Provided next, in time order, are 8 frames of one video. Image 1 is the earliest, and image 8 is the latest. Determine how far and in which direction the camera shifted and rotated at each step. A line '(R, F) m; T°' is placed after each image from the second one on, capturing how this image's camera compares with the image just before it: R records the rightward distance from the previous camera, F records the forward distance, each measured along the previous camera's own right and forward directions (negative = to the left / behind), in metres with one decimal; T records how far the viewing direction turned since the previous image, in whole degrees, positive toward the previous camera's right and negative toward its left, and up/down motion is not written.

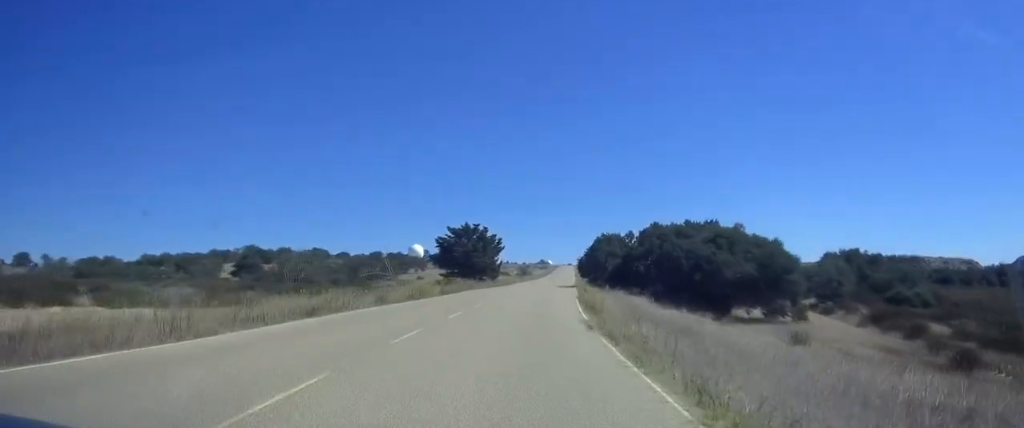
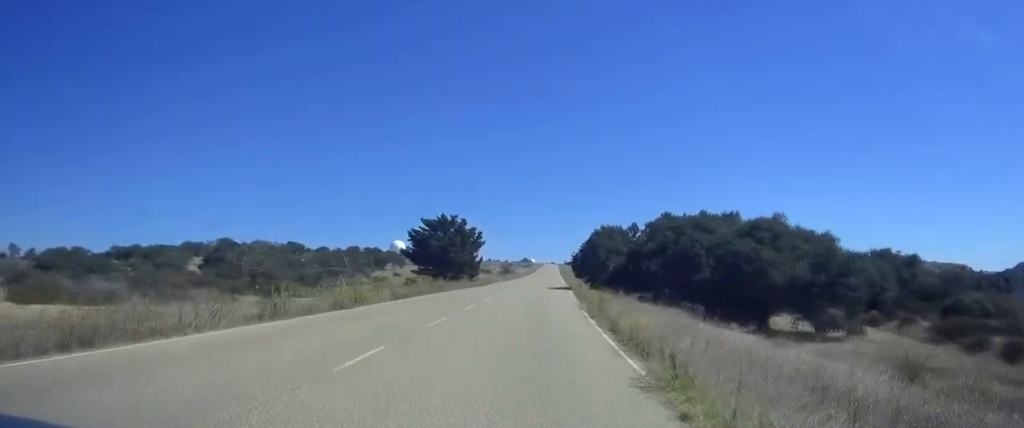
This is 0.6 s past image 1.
(+0.1, +11.1) m; +1°
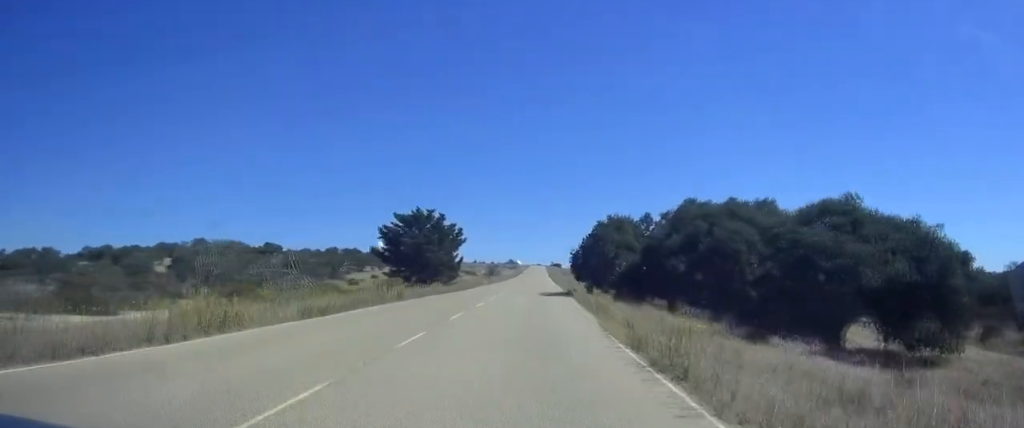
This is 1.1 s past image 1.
(0.0, +11.1) m; +1°
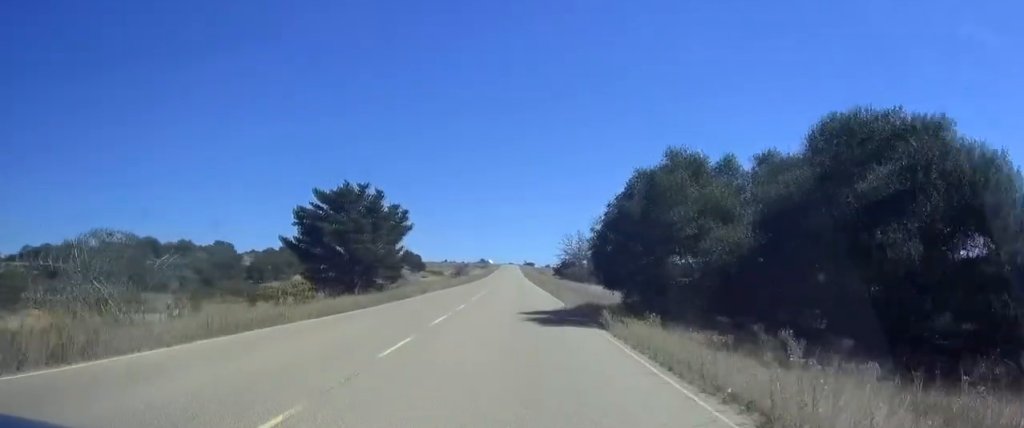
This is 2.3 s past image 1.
(+0.3, +22.9) m; +2°
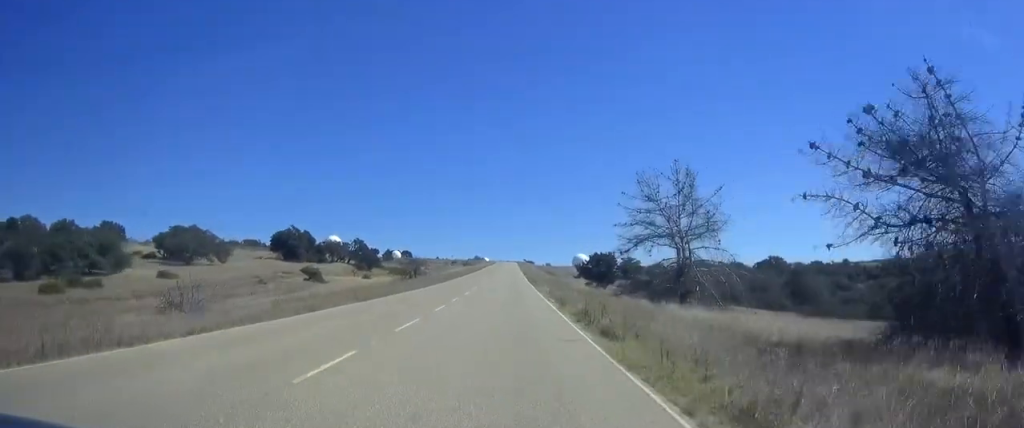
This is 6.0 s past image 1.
(-0.3, +74.3) m; 0°
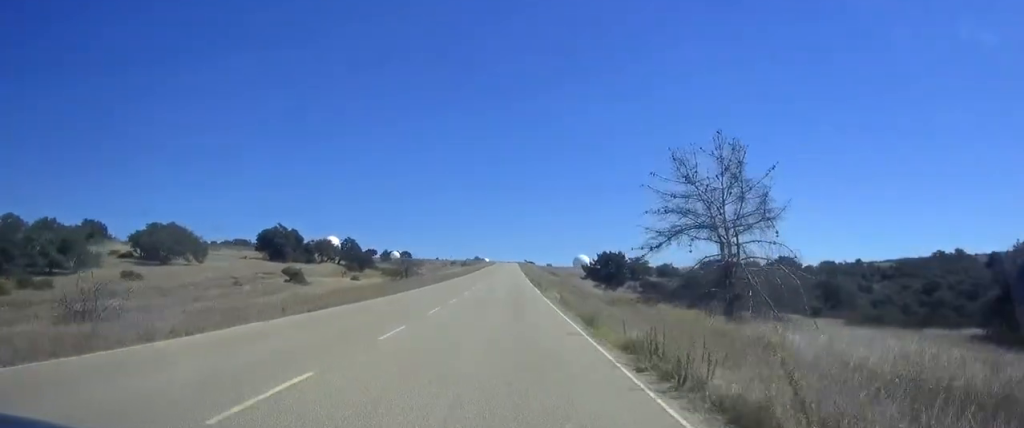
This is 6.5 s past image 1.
(0.0, +9.4) m; 0°
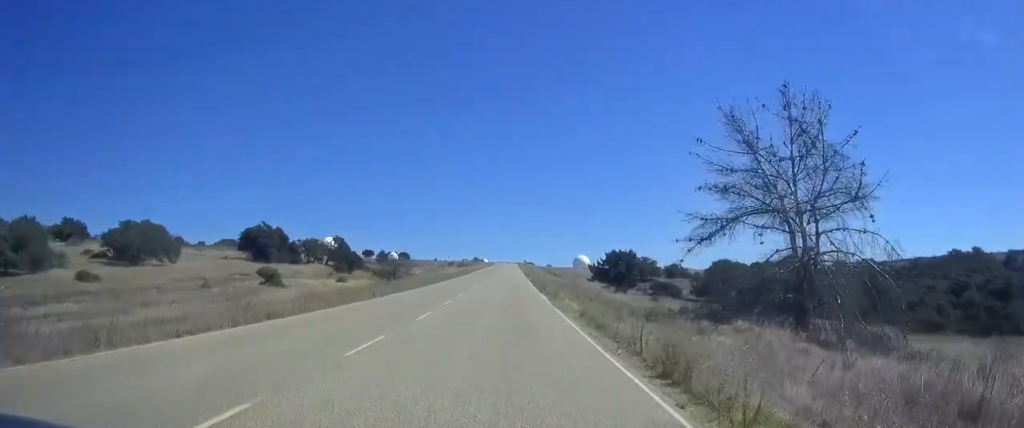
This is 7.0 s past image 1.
(+0.3, +9.4) m; -1°
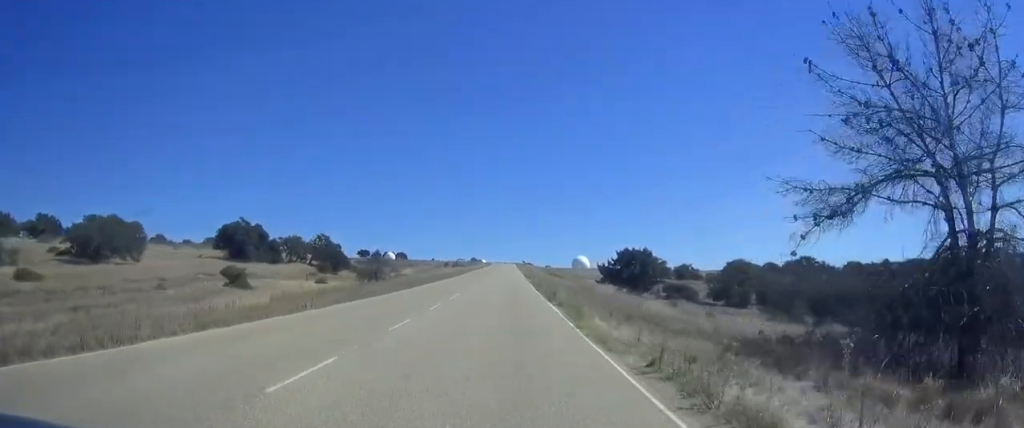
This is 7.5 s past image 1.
(+0.1, +10.7) m; -1°
